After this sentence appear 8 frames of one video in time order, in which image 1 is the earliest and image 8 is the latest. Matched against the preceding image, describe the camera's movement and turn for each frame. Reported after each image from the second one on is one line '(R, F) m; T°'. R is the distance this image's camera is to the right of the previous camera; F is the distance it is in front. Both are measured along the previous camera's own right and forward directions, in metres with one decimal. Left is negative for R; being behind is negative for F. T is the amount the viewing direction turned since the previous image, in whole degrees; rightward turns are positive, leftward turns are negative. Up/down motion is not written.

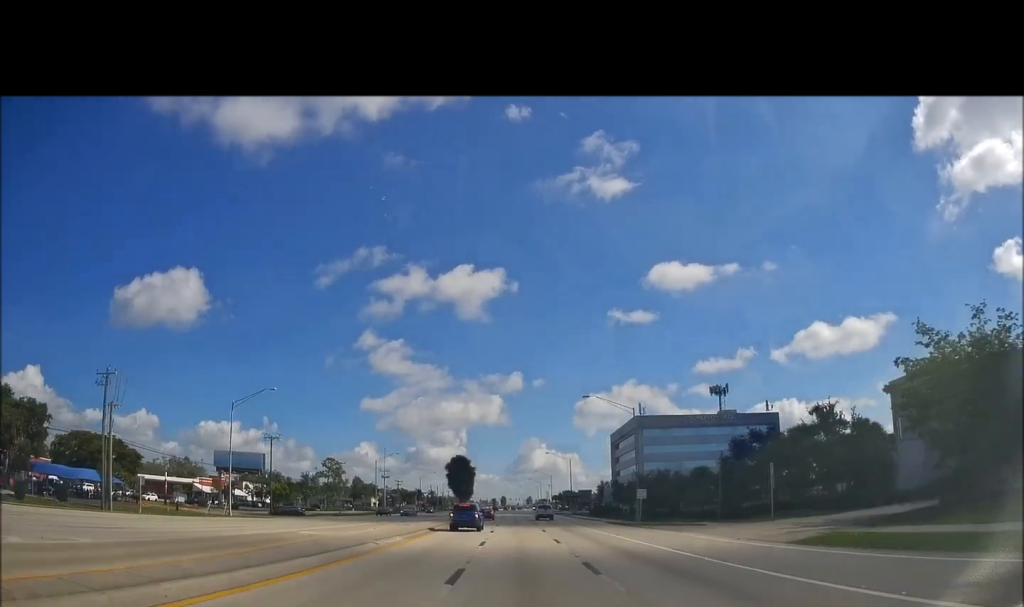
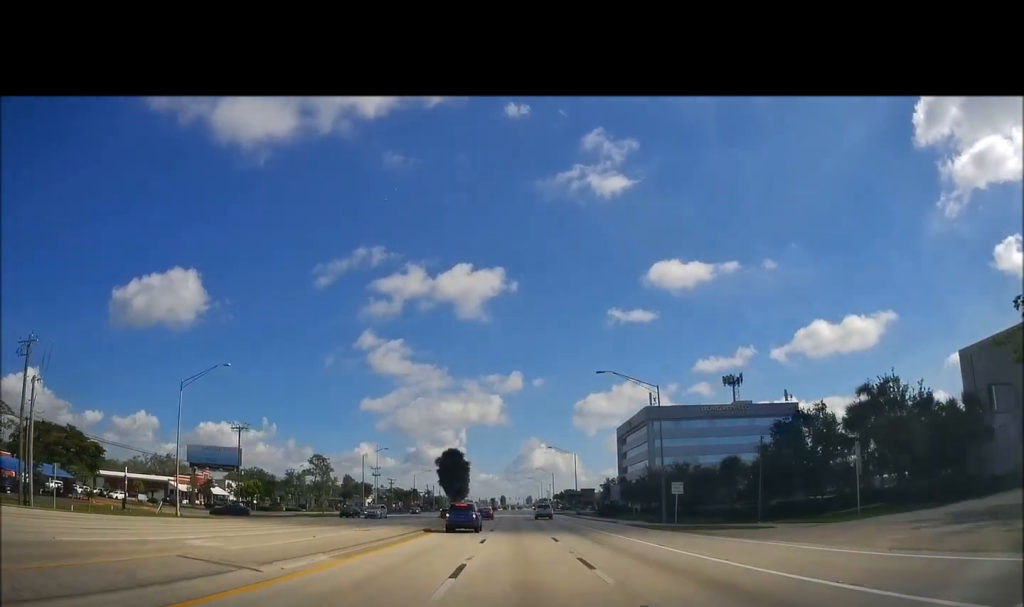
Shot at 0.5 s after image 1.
(-0.1, +11.2) m; 0°
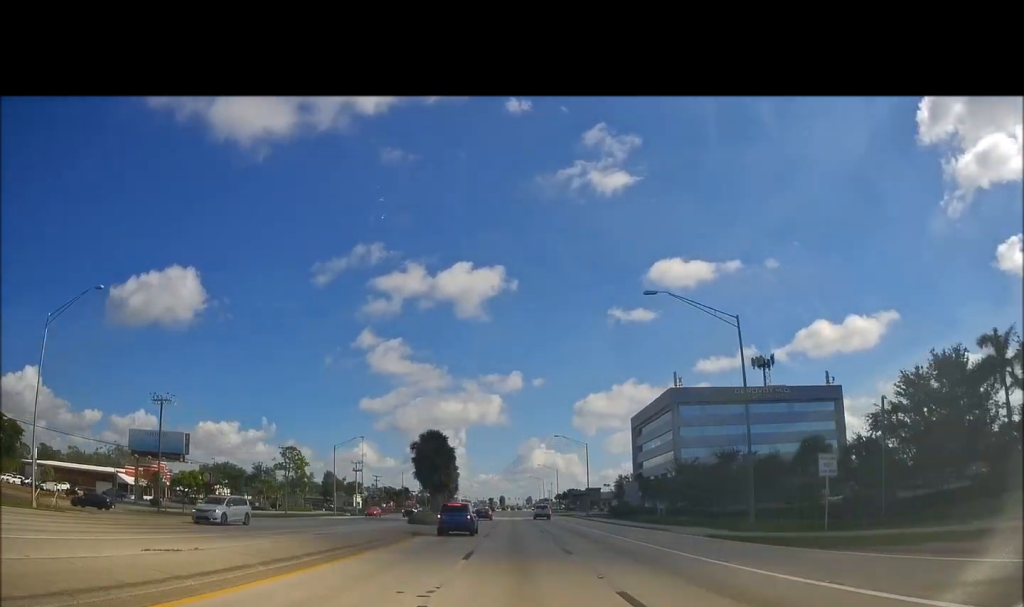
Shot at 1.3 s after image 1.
(+0.4, +19.4) m; 0°
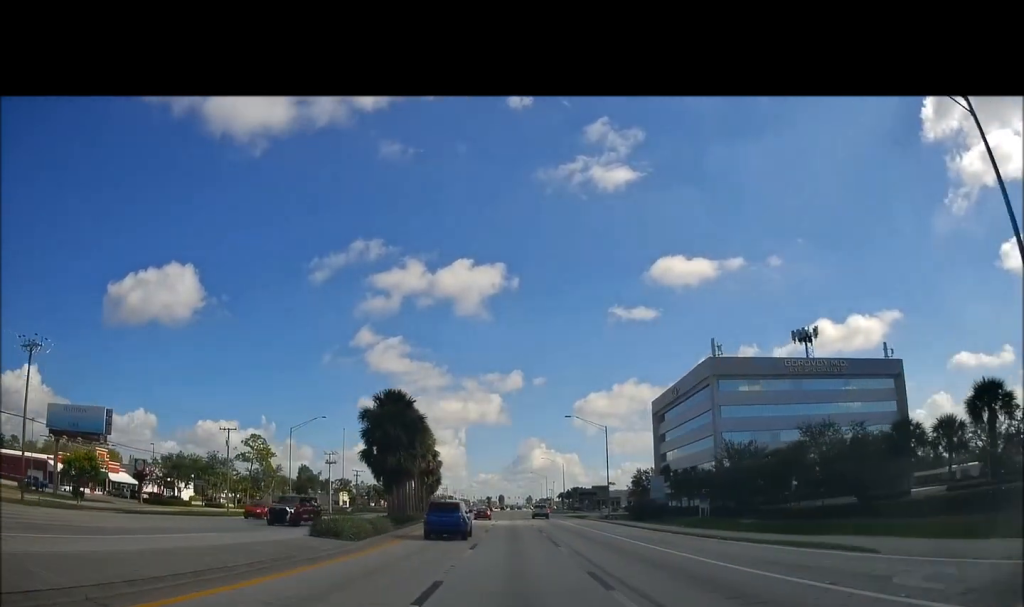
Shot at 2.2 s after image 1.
(-0.4, +19.6) m; 0°
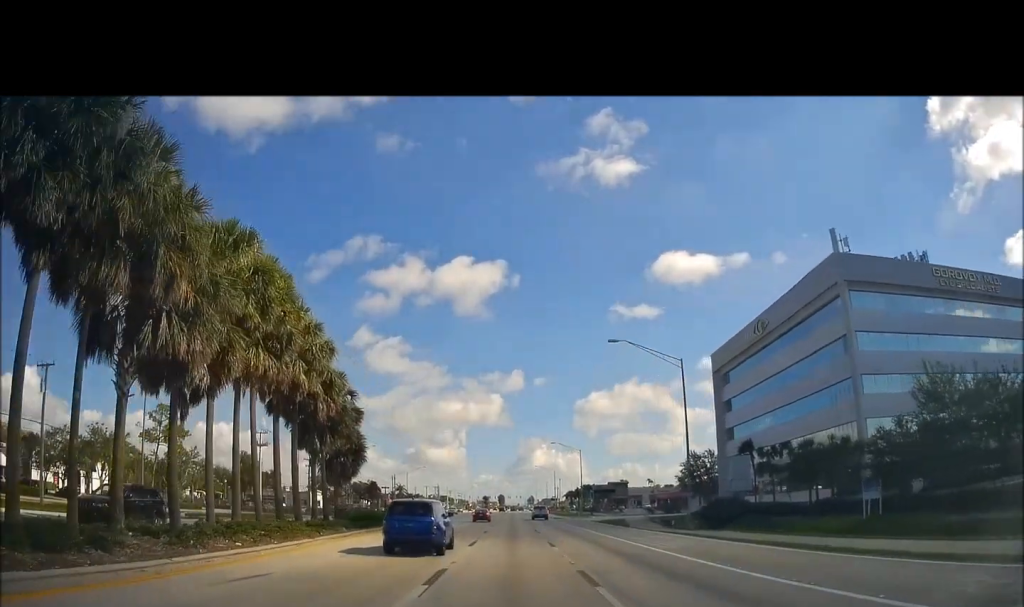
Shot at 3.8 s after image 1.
(+0.5, +29.4) m; +1°
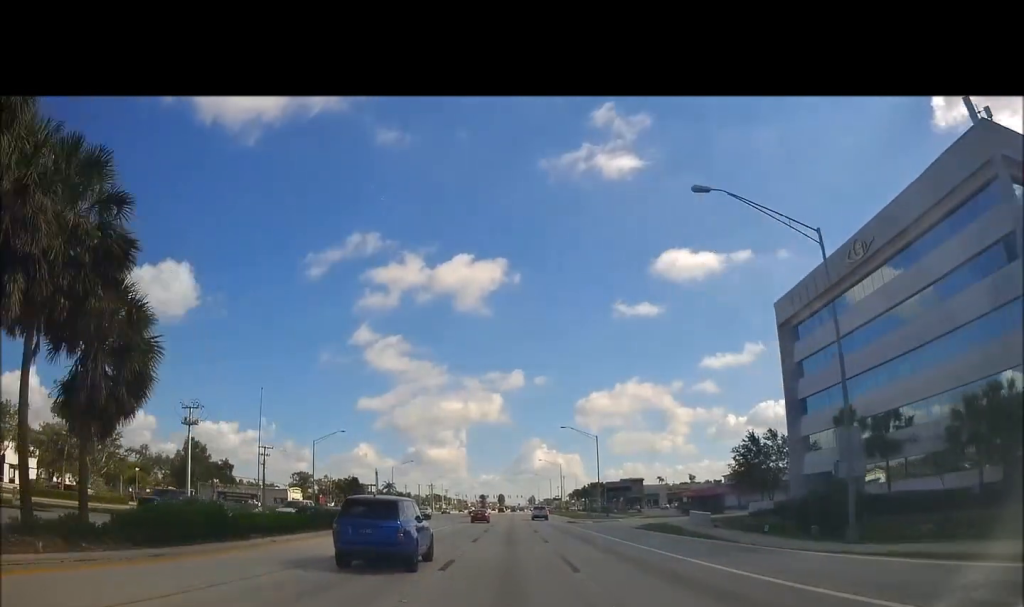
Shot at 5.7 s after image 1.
(0.0, +33.5) m; 0°
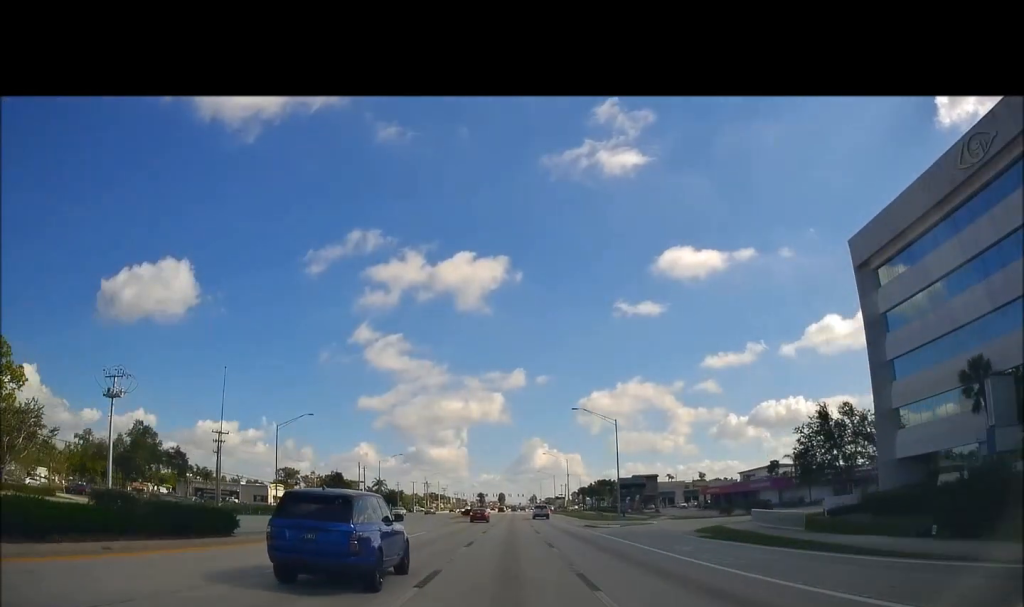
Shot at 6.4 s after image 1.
(0.0, +13.4) m; 0°
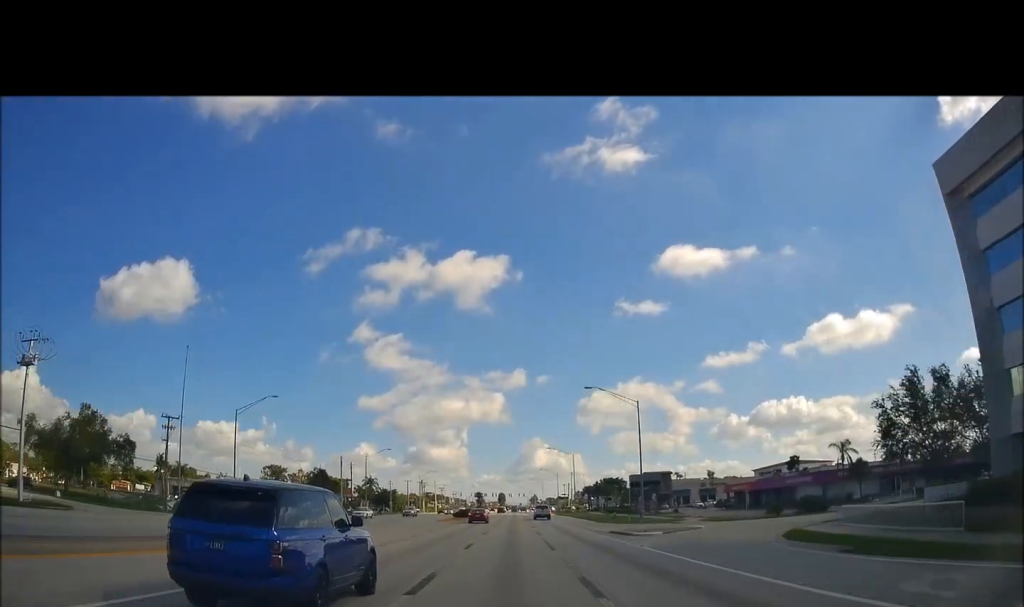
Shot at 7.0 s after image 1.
(0.0, +11.9) m; 0°
